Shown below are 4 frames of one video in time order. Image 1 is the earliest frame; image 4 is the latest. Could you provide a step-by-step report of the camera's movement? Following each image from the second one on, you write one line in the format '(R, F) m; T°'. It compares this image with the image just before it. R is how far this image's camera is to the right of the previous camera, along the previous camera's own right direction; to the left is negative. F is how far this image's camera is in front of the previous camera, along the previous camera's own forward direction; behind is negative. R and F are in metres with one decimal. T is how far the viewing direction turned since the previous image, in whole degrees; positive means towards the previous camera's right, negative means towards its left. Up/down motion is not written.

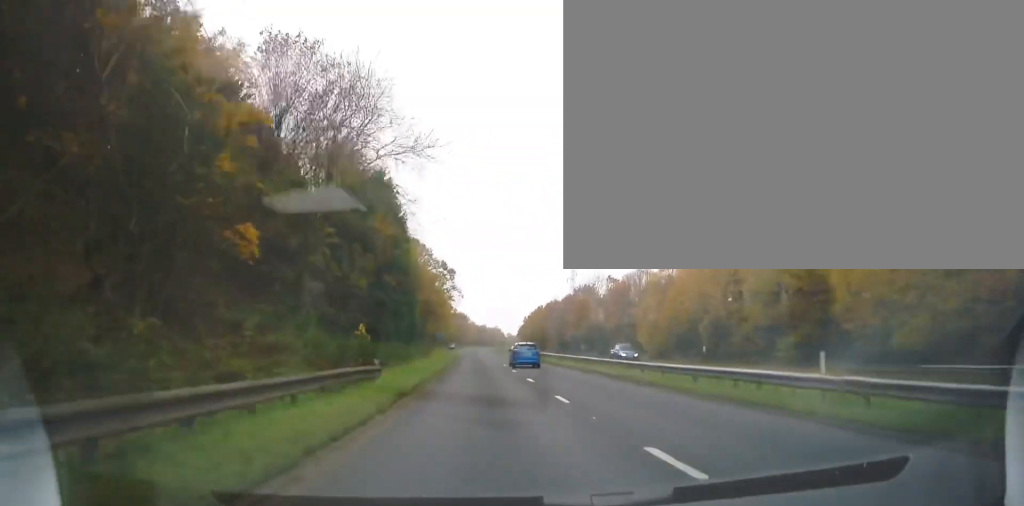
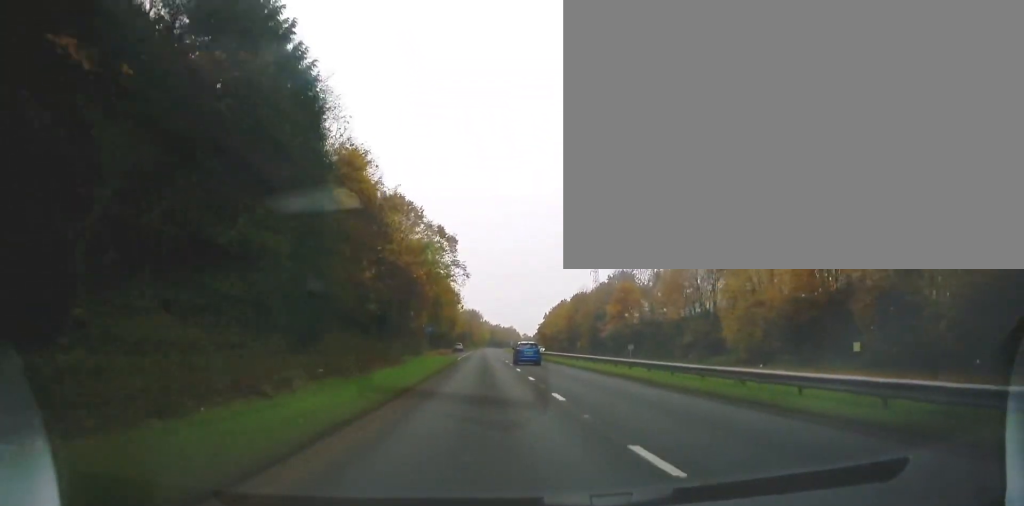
(-0.7, +25.6) m; -2°
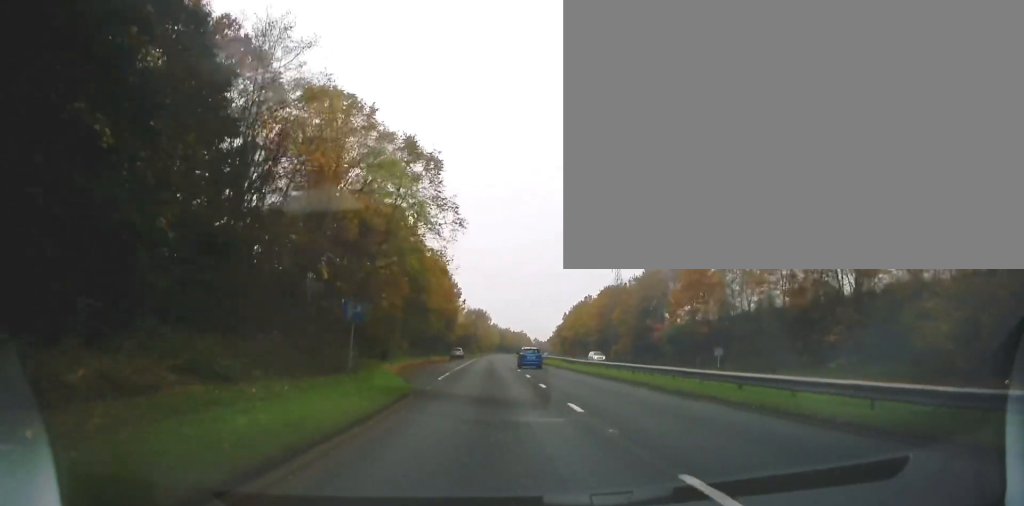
(0.0, +28.9) m; -1°
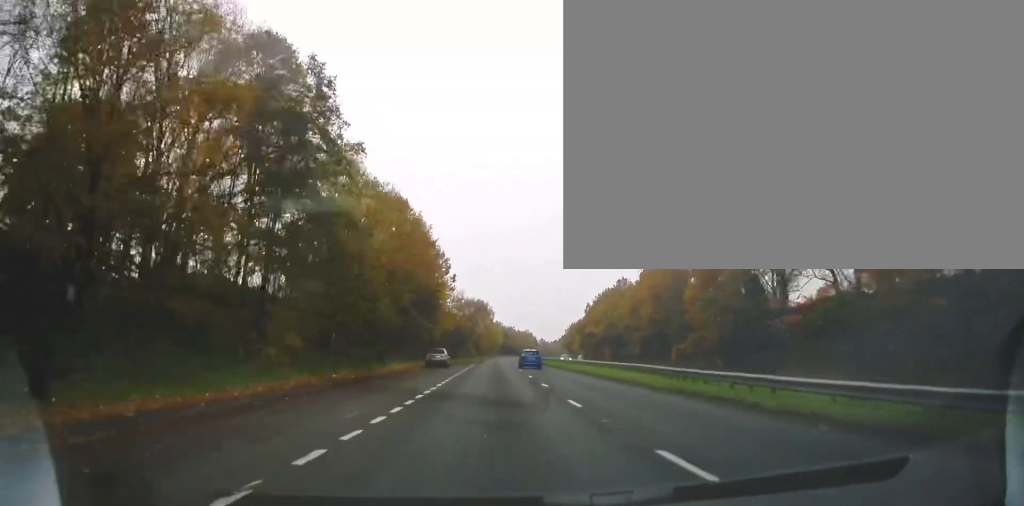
(-0.1, +33.0) m; 0°
